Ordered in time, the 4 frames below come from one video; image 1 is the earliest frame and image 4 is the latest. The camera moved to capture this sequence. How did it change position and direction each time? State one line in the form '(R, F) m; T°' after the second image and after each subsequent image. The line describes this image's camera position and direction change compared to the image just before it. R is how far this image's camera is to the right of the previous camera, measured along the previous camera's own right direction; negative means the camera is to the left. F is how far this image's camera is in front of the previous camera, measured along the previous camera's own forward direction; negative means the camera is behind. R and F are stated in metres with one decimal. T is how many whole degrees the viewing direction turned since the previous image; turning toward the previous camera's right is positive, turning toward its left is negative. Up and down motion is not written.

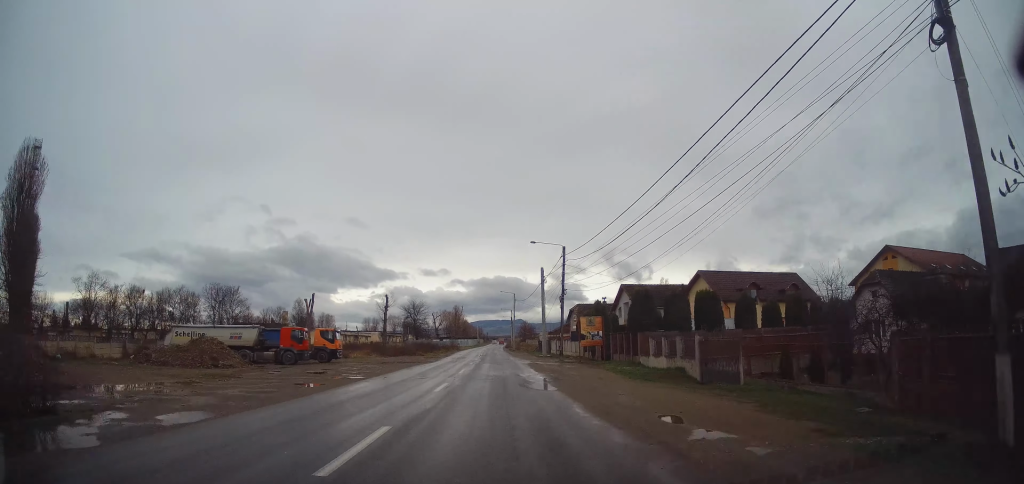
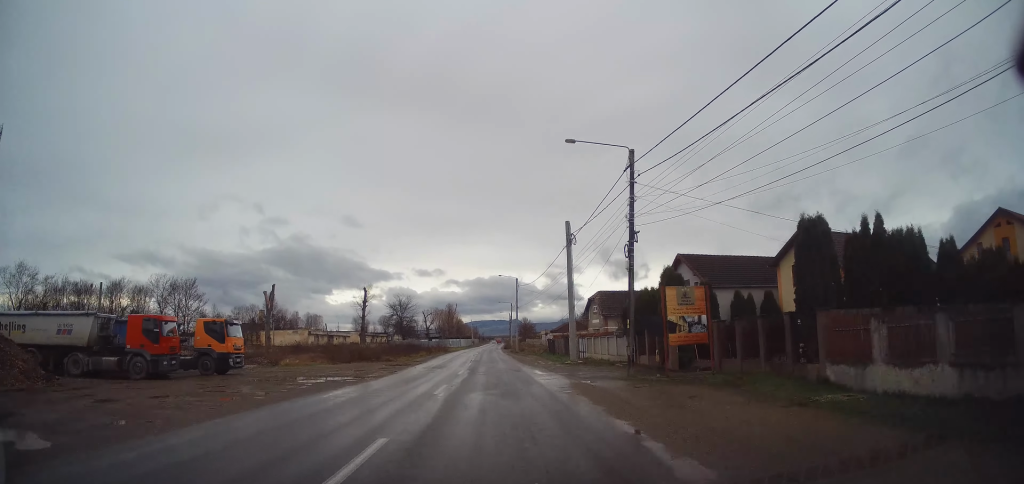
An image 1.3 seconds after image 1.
(-0.2, +19.4) m; 0°
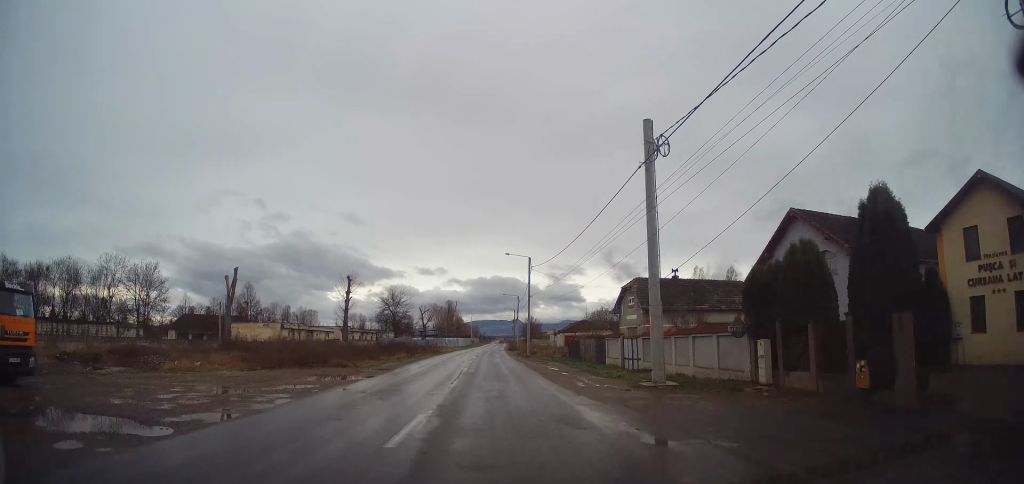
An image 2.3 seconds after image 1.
(+0.1, +15.7) m; +1°
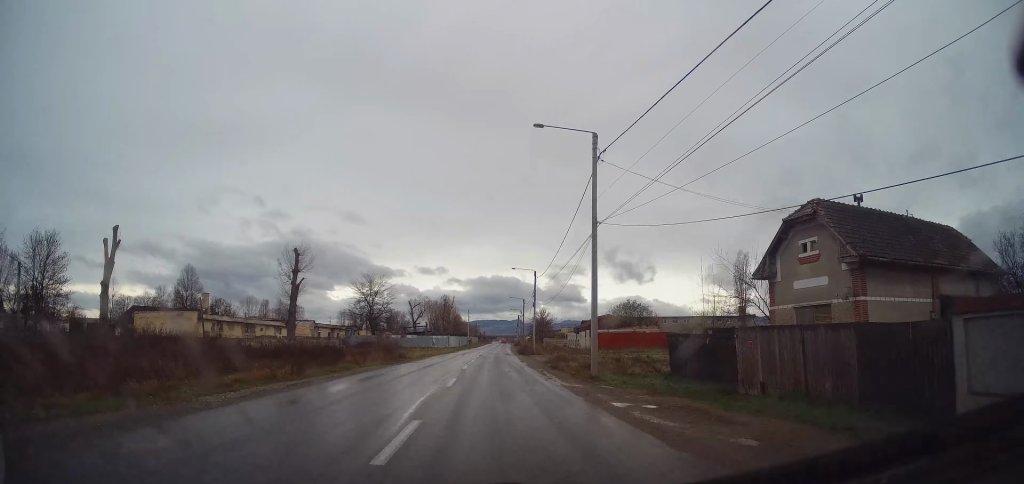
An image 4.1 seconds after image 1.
(+0.3, +28.7) m; 0°
